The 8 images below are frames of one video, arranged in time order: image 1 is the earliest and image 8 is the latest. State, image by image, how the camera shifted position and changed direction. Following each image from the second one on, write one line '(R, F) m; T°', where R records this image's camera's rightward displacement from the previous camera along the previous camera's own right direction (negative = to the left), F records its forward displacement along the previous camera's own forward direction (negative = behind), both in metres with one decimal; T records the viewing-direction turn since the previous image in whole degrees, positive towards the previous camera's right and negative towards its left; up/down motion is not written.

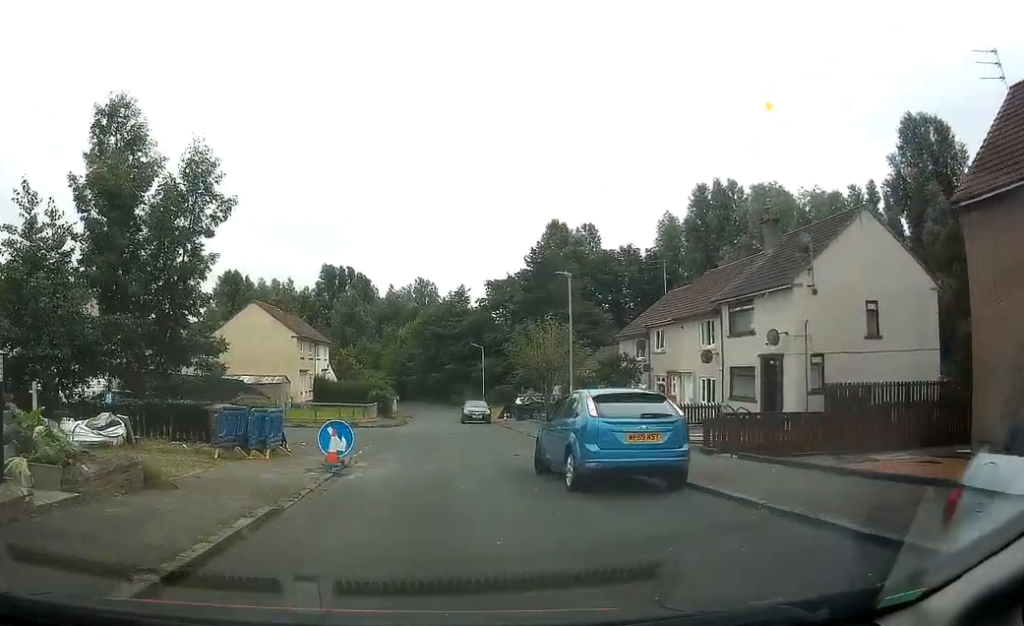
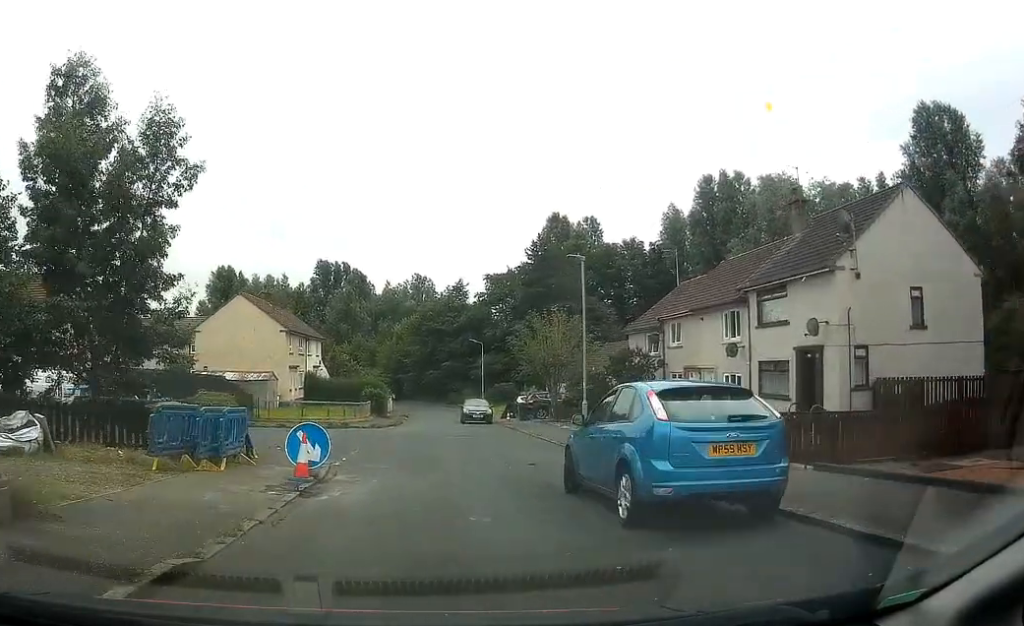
(0.0, +2.9) m; 0°
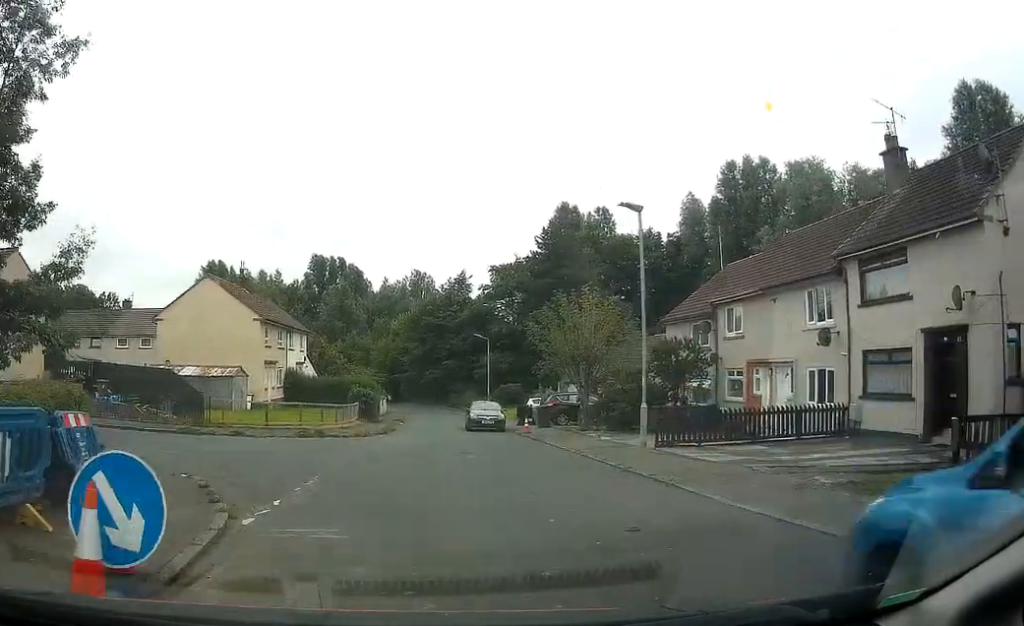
(0.0, +7.1) m; -1°
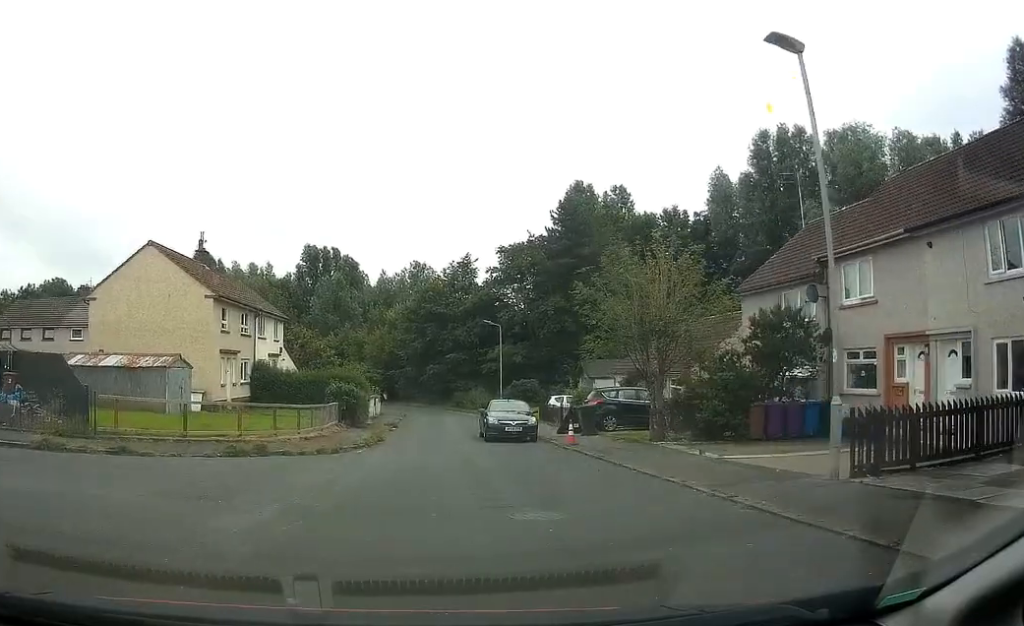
(-0.1, +9.5) m; 0°
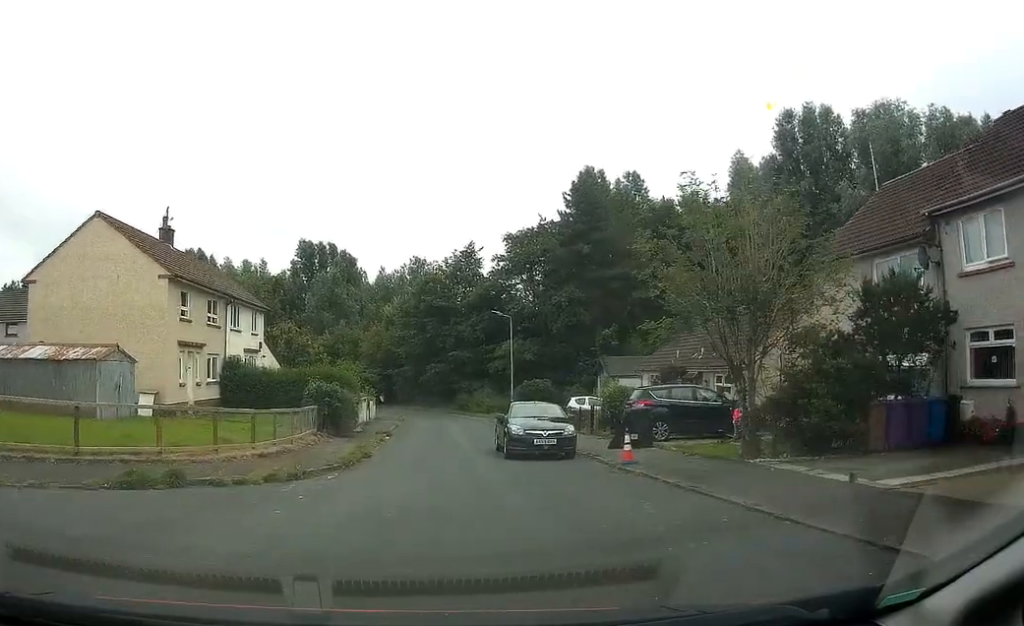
(0.0, +6.1) m; +1°
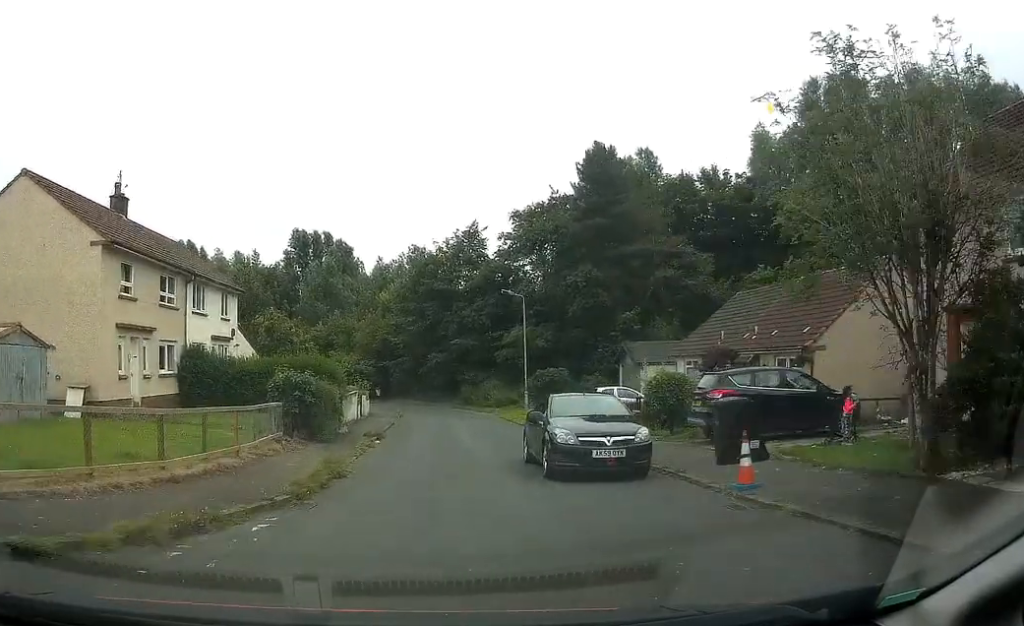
(+0.1, +5.7) m; 0°
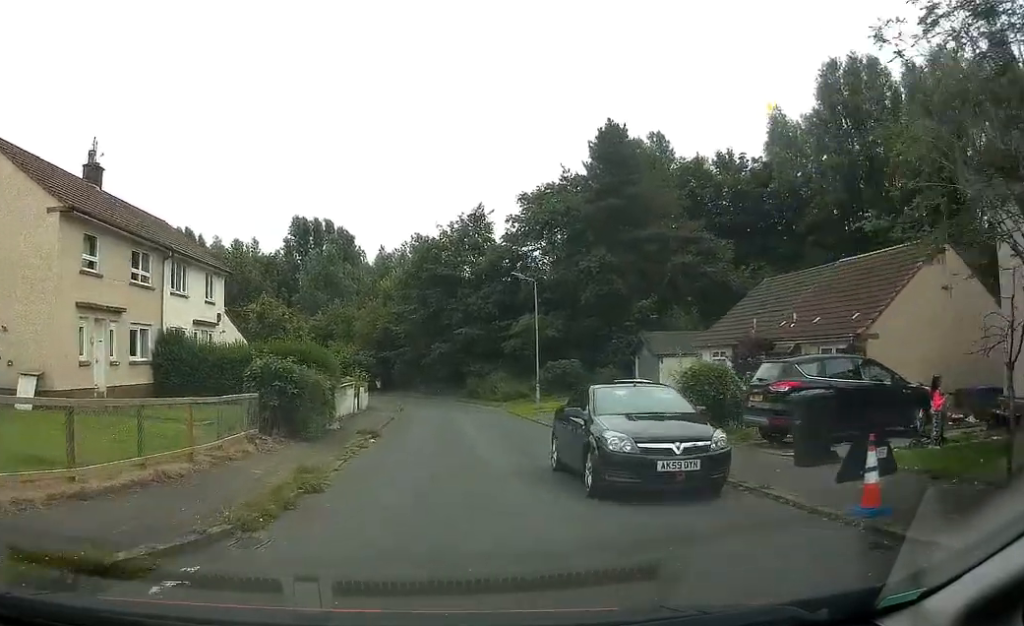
(0.0, +3.1) m; -1°
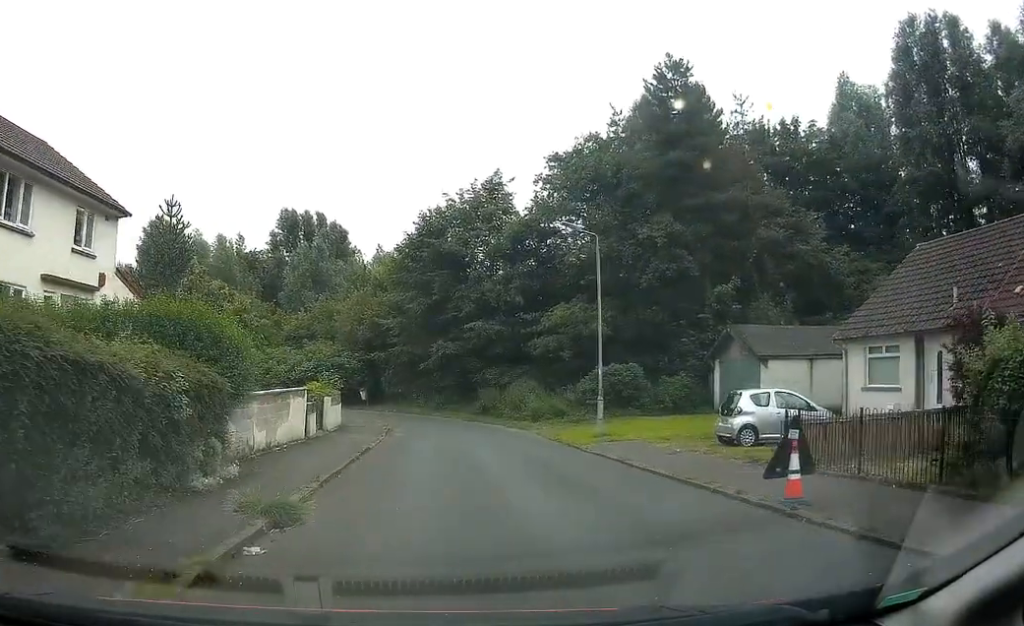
(-0.2, +11.7) m; -1°
